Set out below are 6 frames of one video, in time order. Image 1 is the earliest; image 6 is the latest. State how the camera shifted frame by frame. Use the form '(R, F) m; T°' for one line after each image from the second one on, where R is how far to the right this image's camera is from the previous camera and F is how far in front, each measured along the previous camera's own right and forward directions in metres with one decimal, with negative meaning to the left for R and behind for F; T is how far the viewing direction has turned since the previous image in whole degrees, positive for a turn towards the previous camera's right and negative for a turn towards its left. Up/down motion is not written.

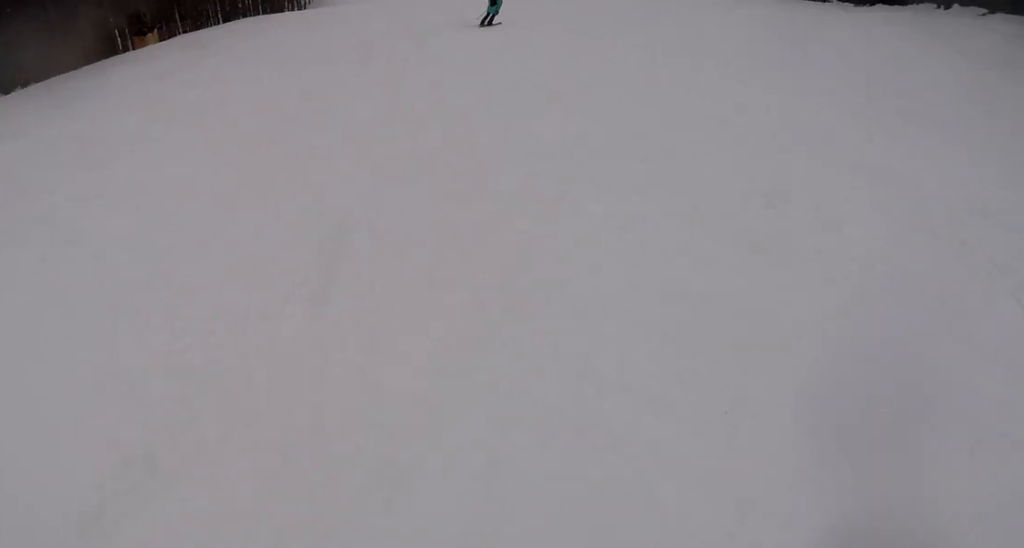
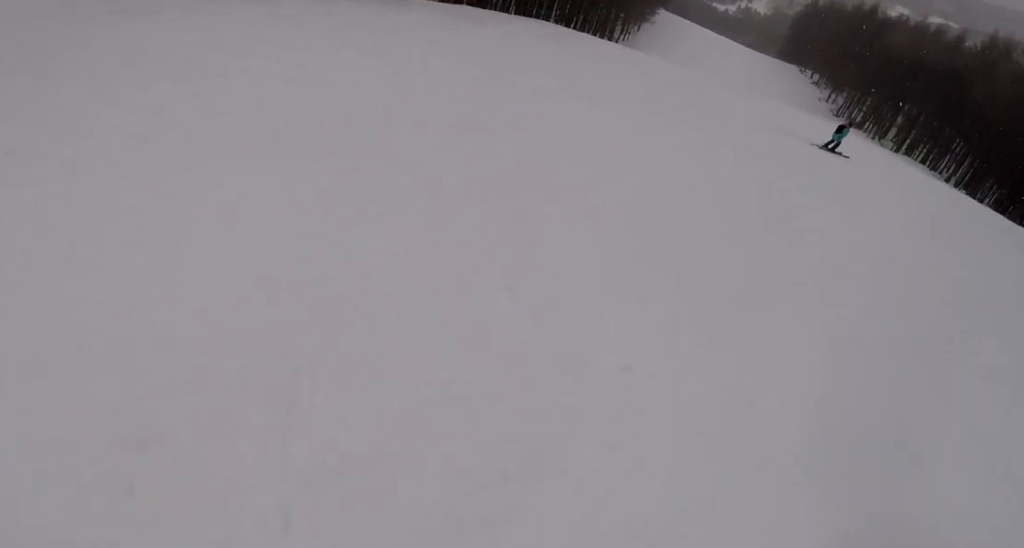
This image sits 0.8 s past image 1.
(-0.6, +3.9) m; -16°
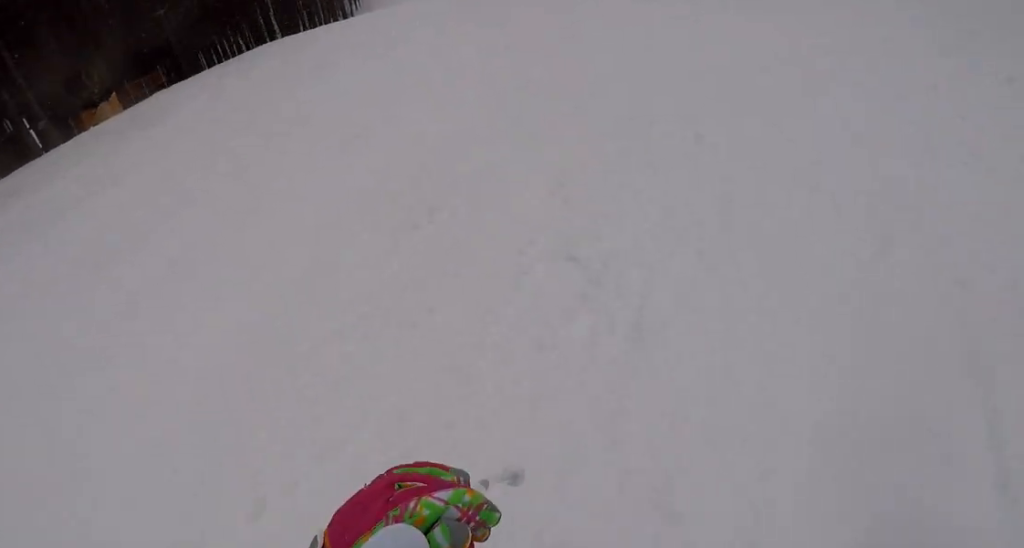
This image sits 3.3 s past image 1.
(-0.4, +13.7) m; +18°
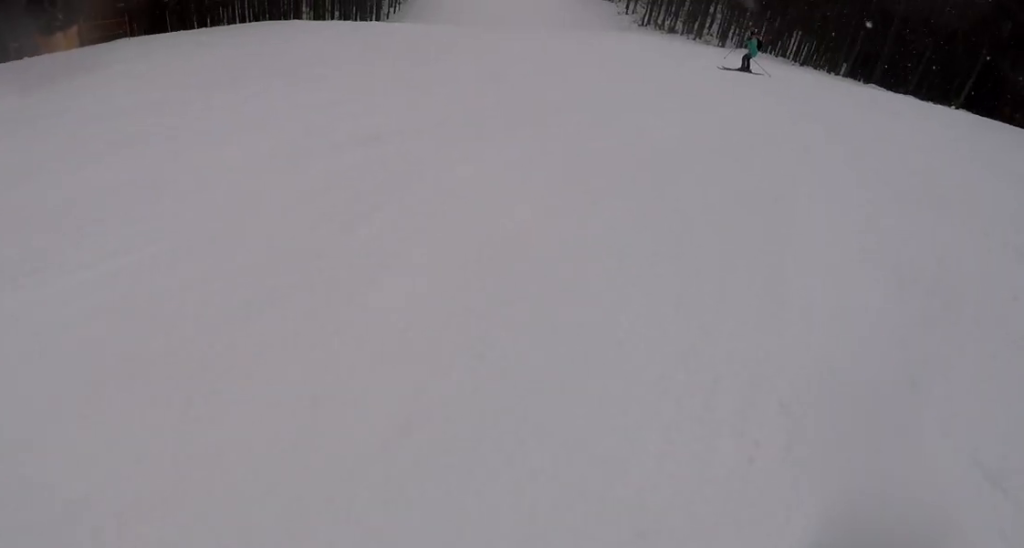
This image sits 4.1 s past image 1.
(+1.0, +4.0) m; -1°
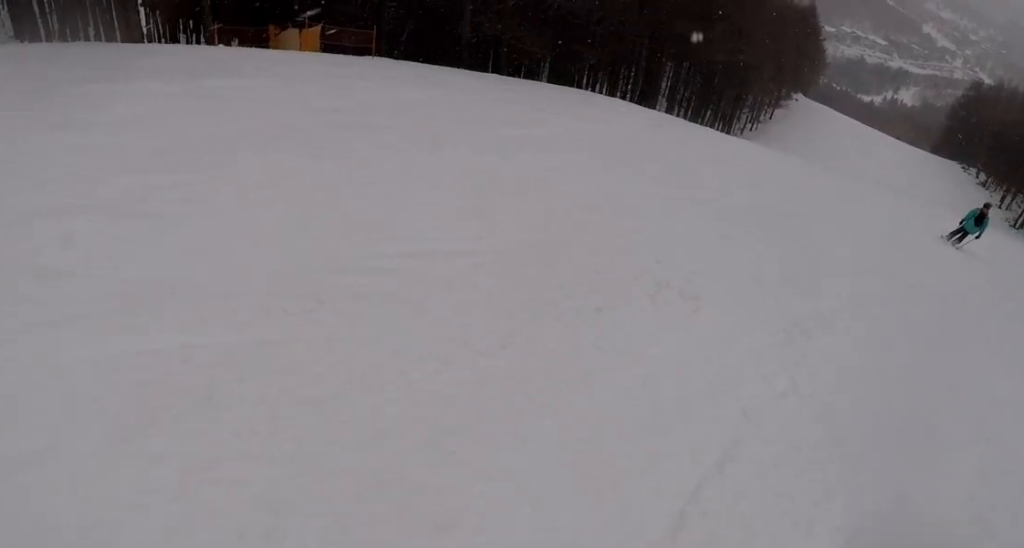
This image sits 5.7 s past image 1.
(-3.2, +8.2) m; -23°
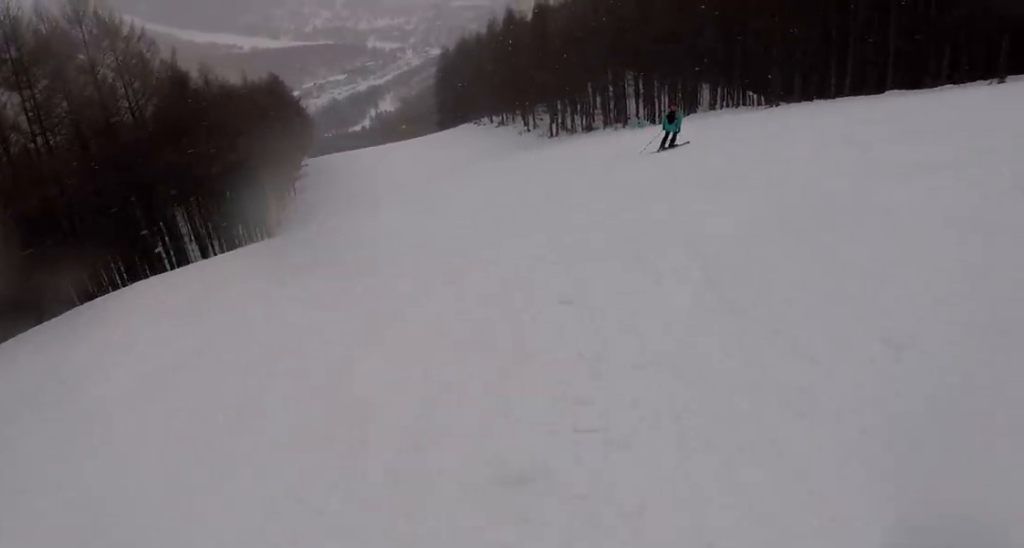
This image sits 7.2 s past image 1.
(+1.2, +8.4) m; +39°
